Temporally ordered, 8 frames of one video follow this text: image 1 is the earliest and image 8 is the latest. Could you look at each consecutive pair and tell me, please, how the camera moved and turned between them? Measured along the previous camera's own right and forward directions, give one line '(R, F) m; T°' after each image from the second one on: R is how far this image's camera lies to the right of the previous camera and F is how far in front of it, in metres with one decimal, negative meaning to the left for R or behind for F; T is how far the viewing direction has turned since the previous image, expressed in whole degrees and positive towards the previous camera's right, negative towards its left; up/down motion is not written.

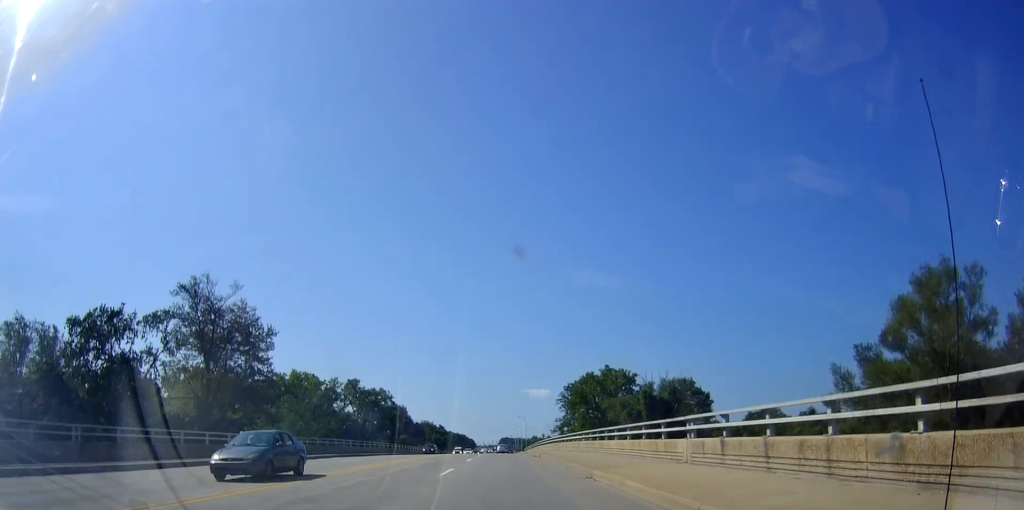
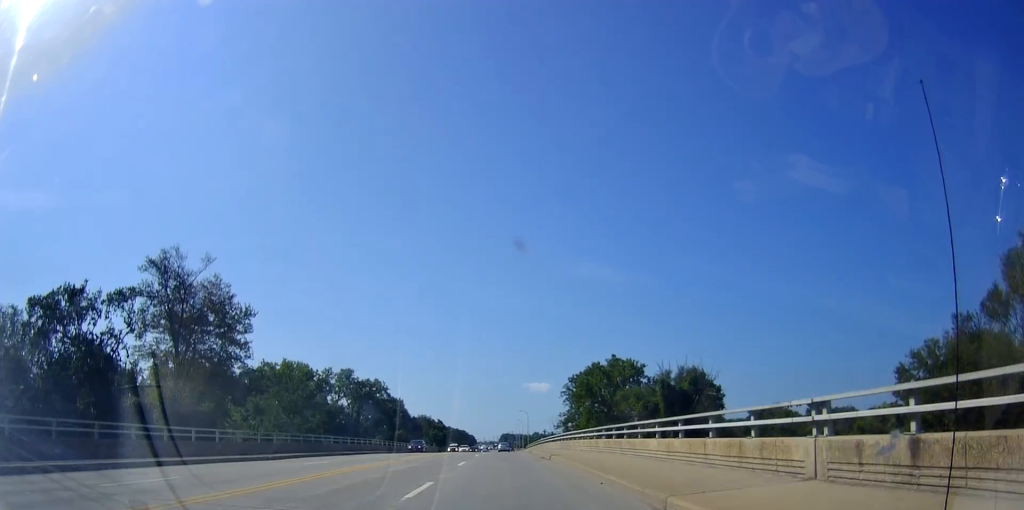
(+0.1, +7.4) m; 0°
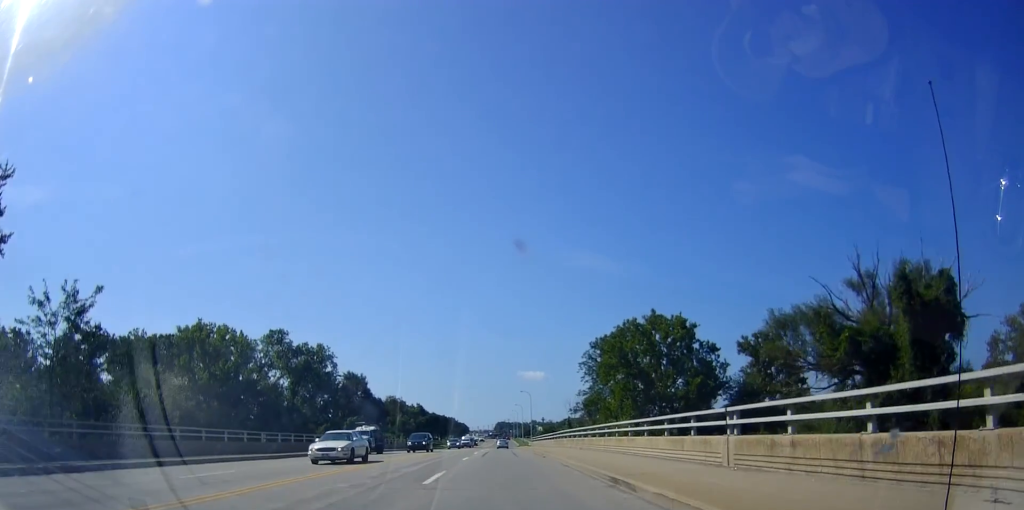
(+0.3, +41.7) m; 0°
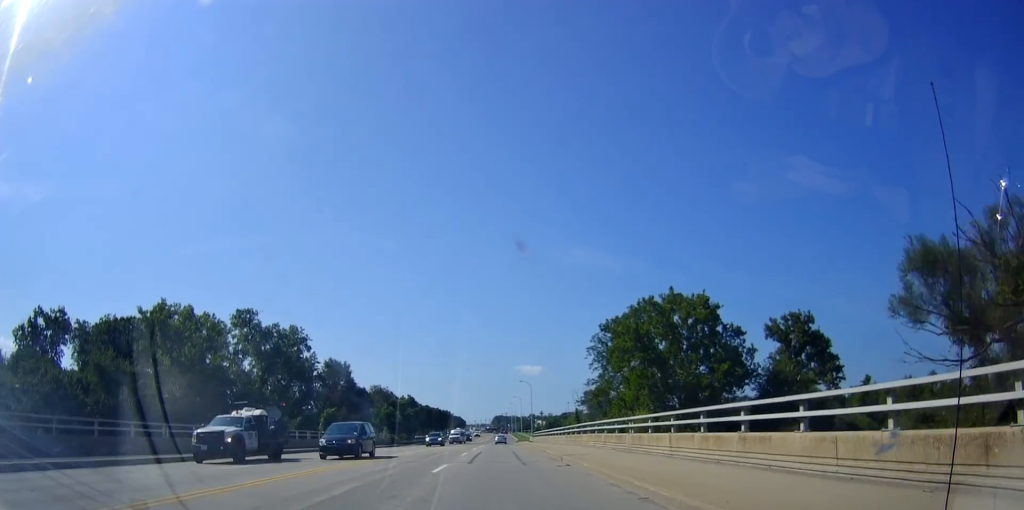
(-0.1, +12.5) m; 0°
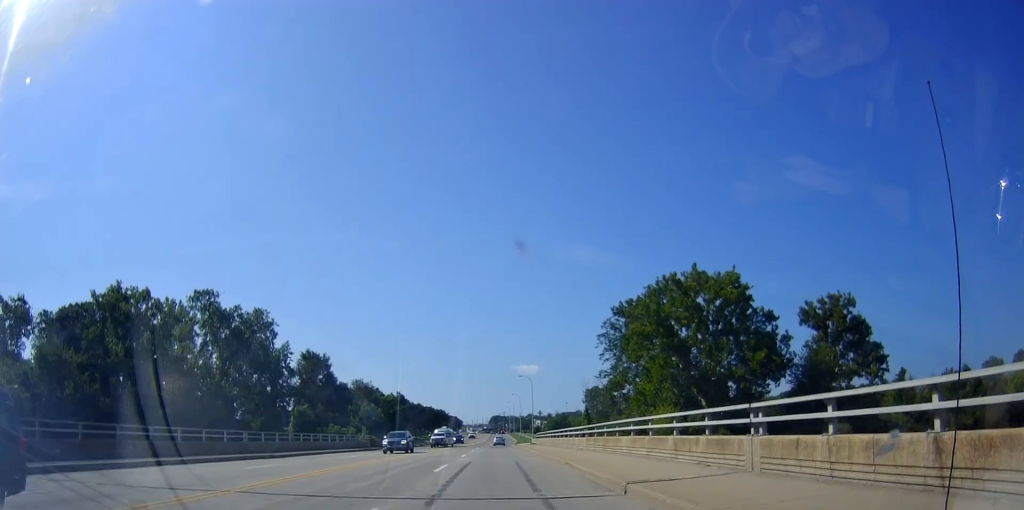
(-0.1, +12.5) m; 0°
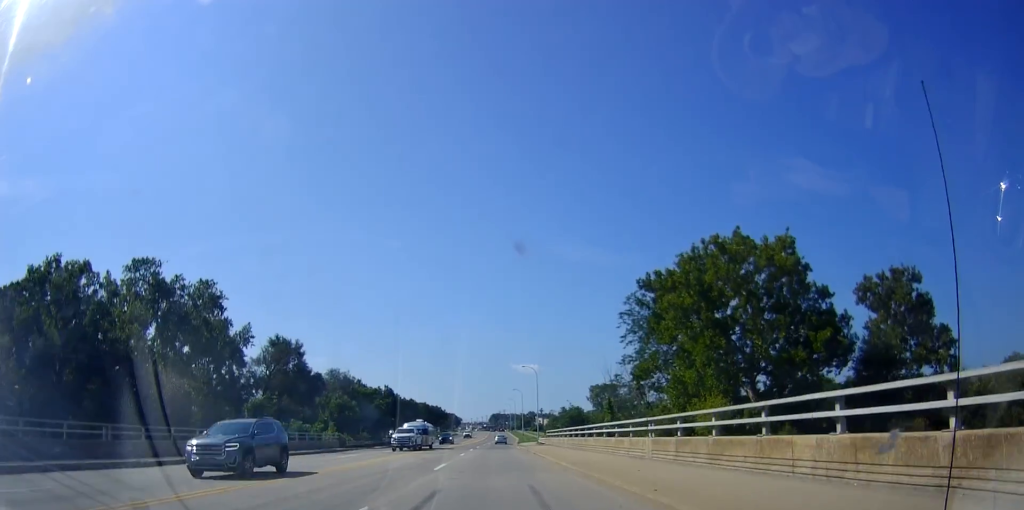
(0.0, +14.9) m; 0°
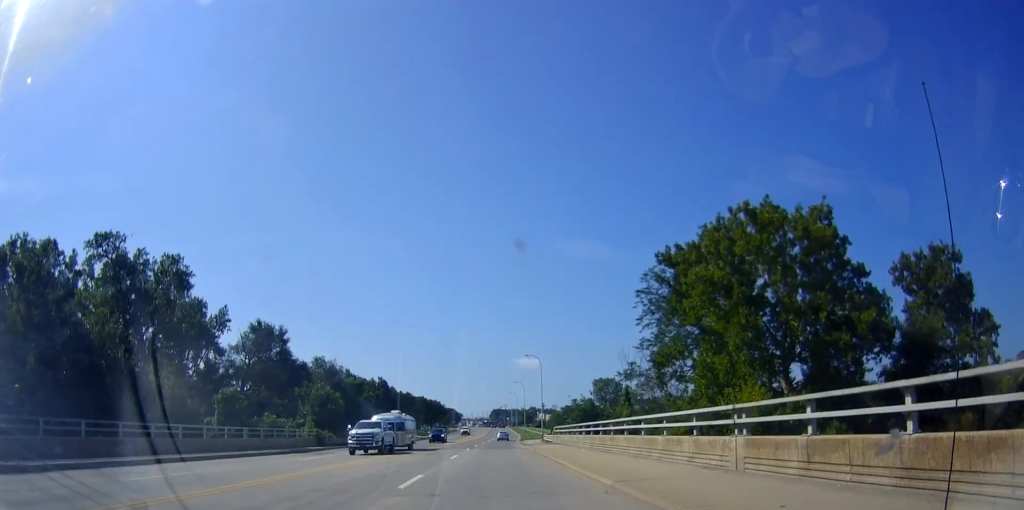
(0.0, +7.6) m; 0°
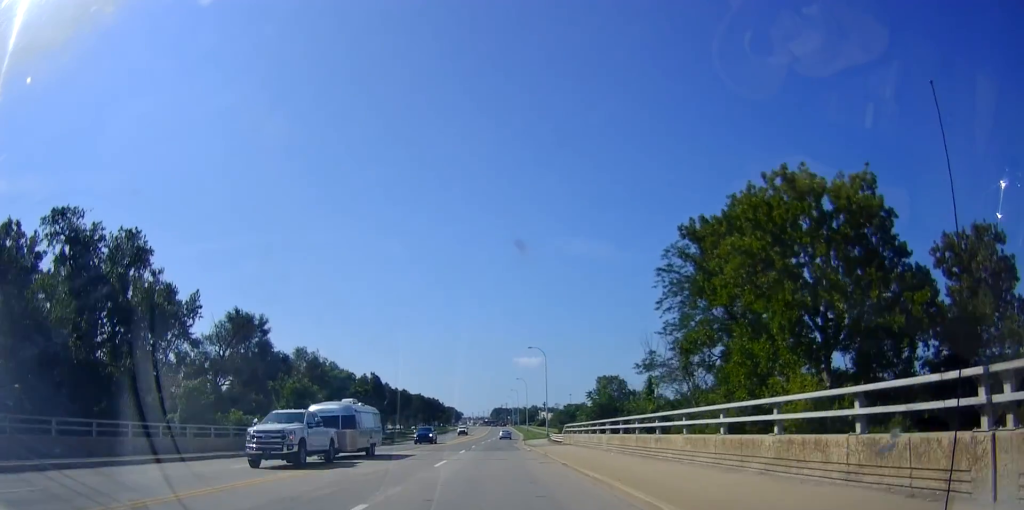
(0.0, +7.6) m; 0°
